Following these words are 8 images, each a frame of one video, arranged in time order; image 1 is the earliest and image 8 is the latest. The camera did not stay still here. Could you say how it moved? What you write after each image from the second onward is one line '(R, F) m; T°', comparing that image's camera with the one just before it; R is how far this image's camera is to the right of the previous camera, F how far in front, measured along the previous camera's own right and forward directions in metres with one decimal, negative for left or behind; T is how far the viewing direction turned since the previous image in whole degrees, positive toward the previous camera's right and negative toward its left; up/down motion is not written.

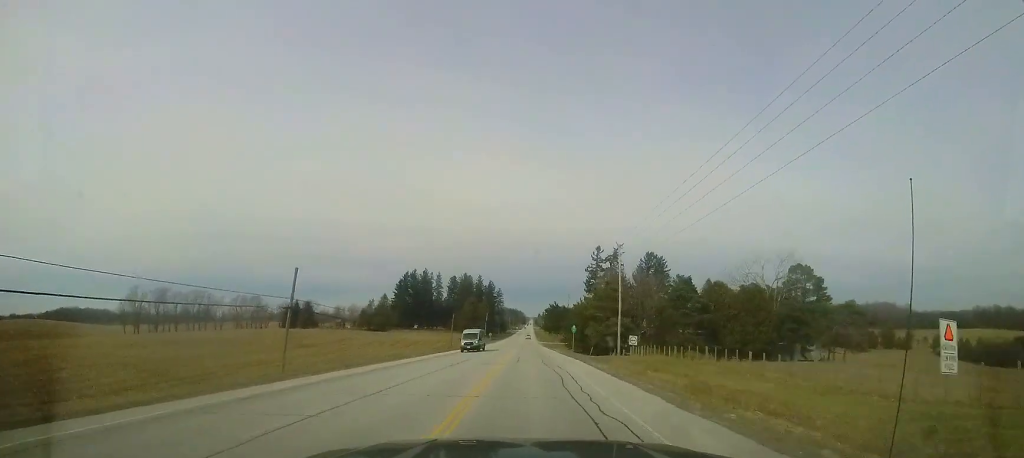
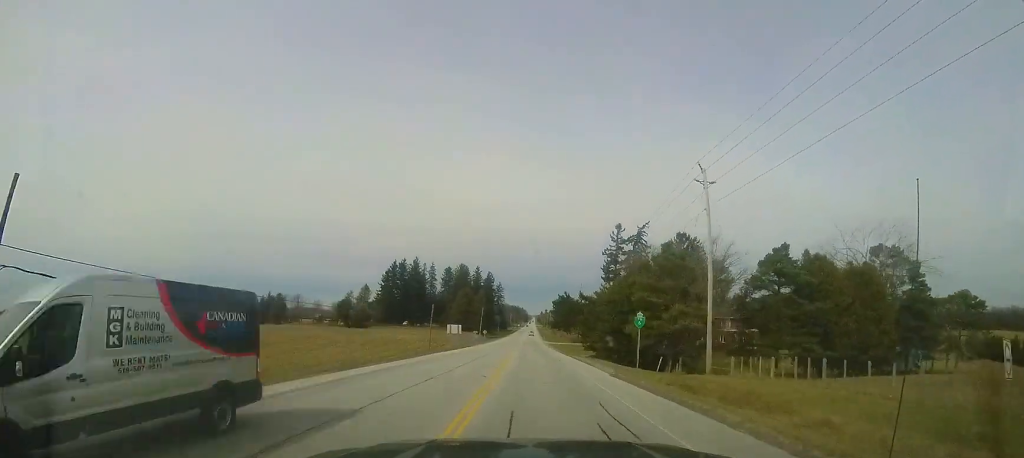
(-0.3, +21.7) m; -1°
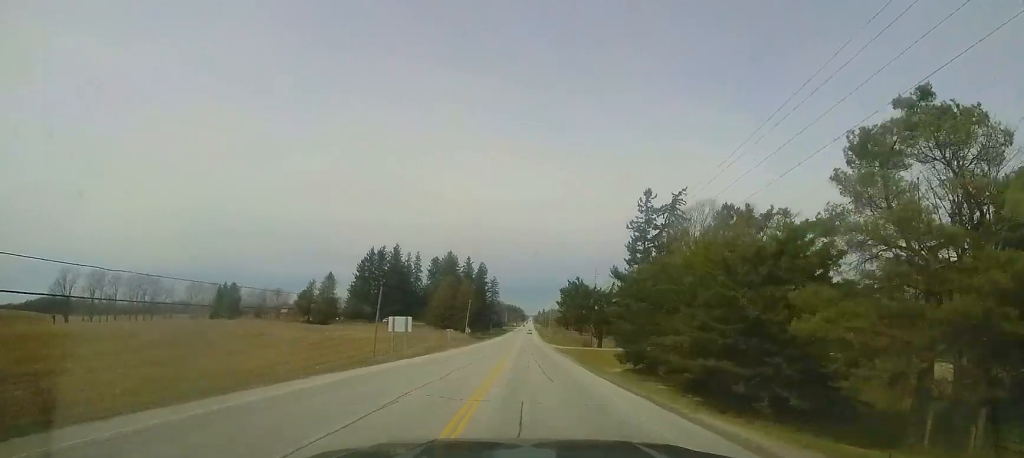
(-0.3, +23.3) m; 0°
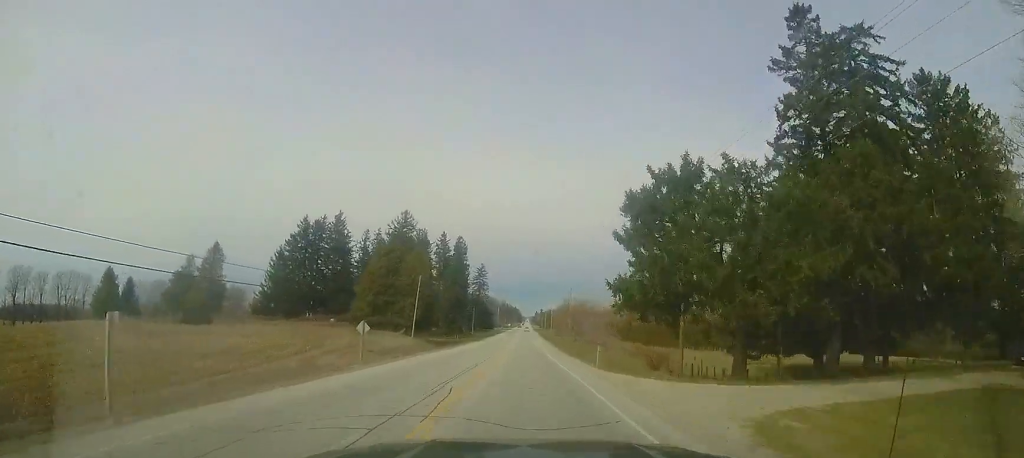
(+0.7, +44.3) m; +1°
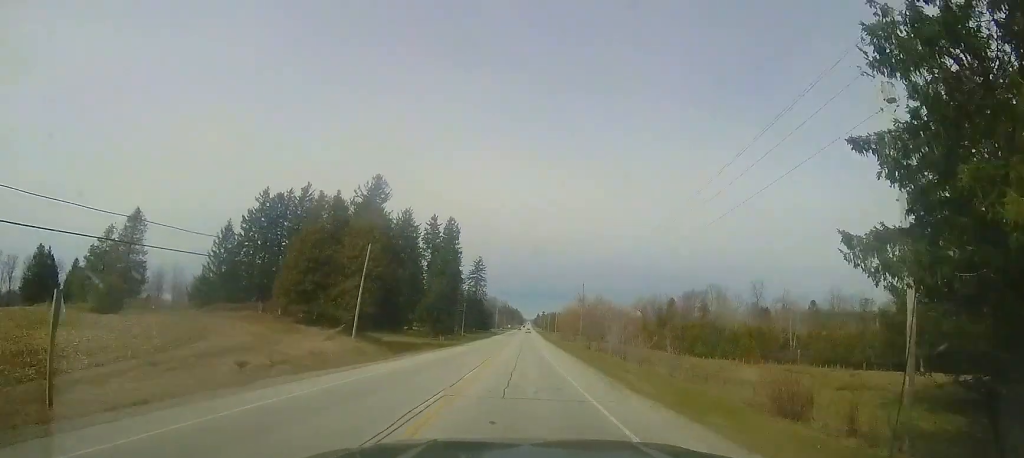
(+0.1, +19.5) m; 0°
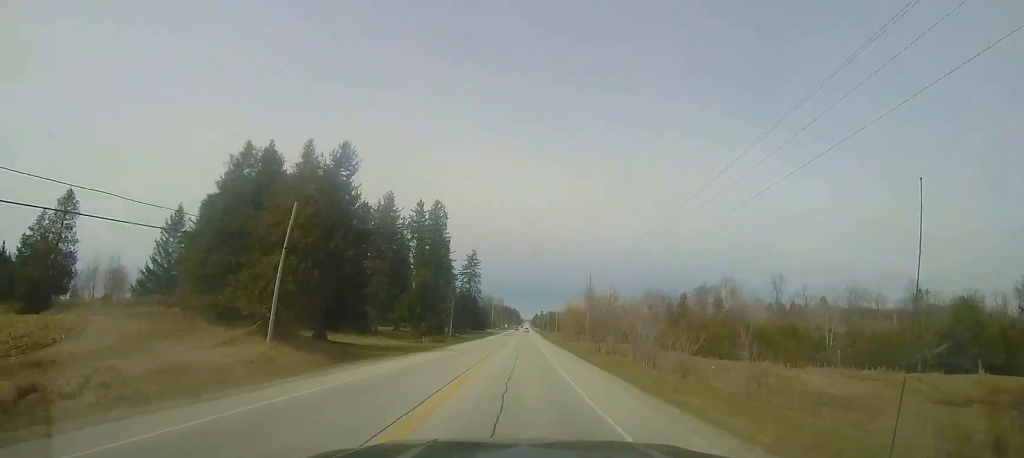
(-0.2, +12.2) m; 0°
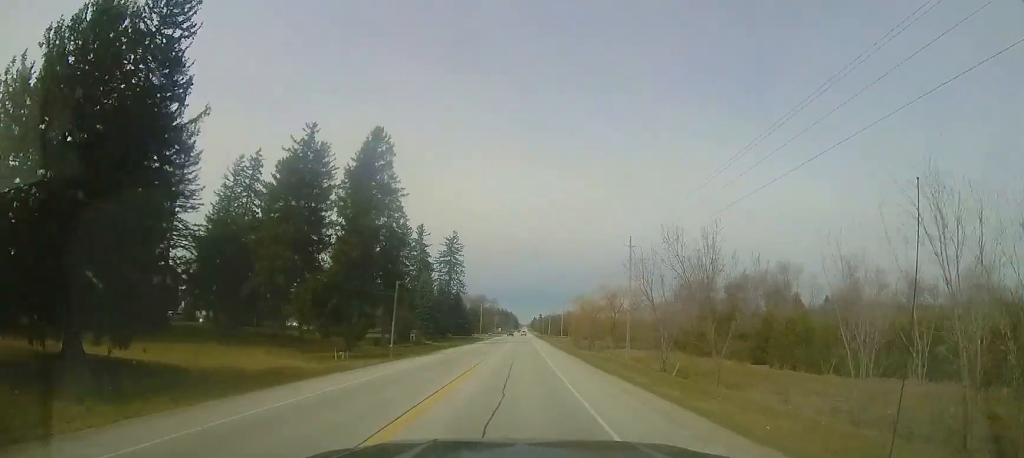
(+0.3, +32.6) m; 0°
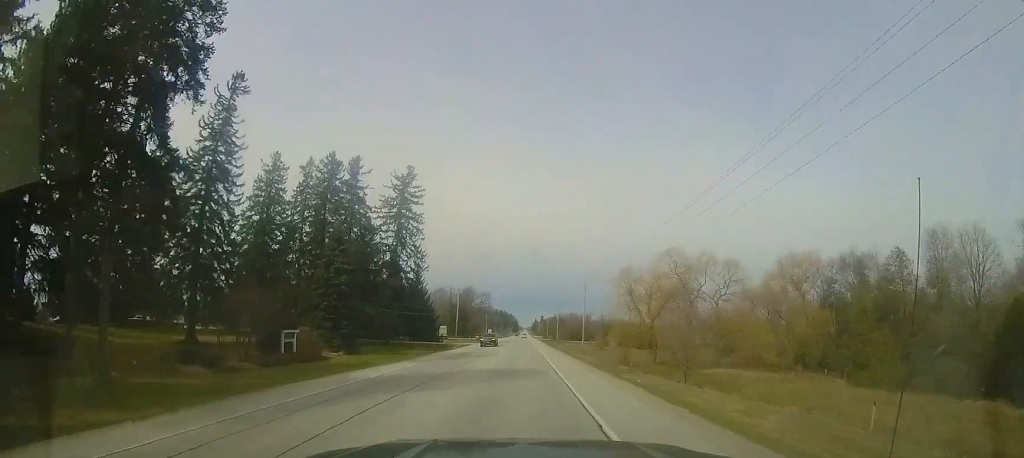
(-0.4, +45.3) m; 0°
